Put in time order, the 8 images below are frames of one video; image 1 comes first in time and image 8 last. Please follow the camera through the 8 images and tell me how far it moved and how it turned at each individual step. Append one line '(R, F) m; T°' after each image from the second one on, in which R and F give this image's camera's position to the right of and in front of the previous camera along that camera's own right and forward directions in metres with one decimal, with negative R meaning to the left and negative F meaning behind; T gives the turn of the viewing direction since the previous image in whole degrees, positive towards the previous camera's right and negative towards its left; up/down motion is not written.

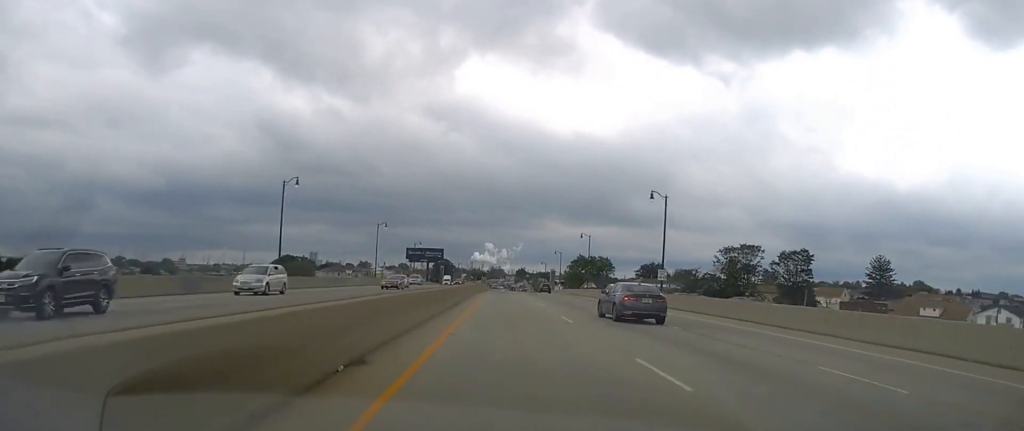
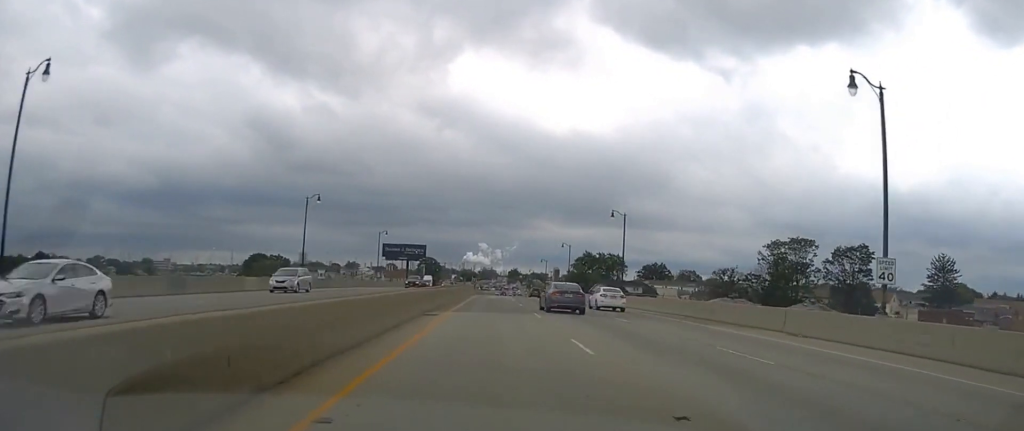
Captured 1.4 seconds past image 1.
(+0.3, +35.1) m; +1°
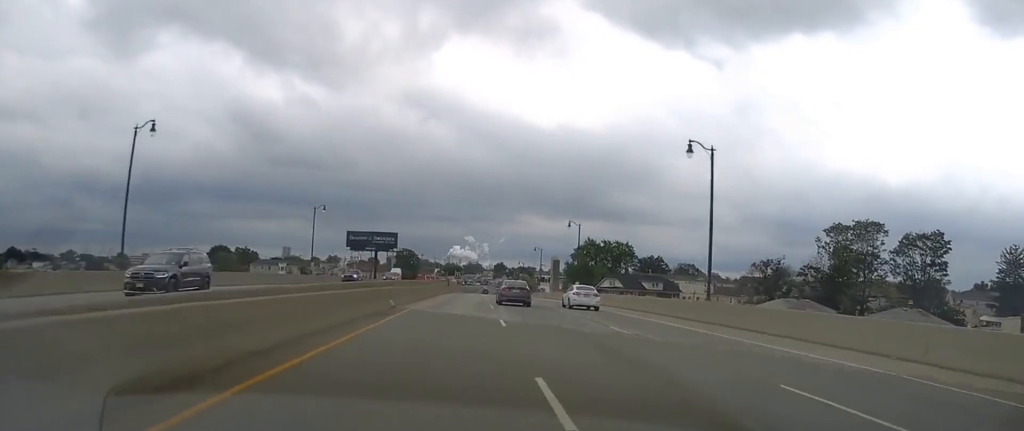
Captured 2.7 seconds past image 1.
(+0.1, +32.8) m; +1°
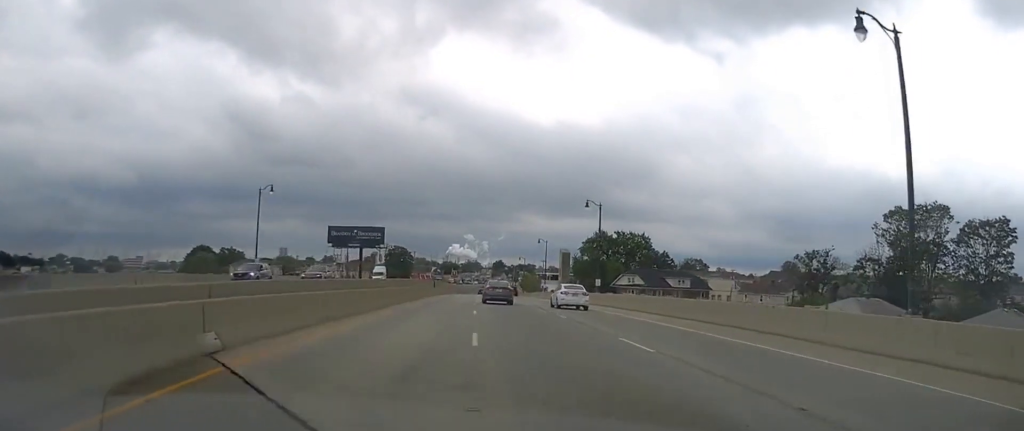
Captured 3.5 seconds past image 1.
(+0.2, +18.8) m; 0°
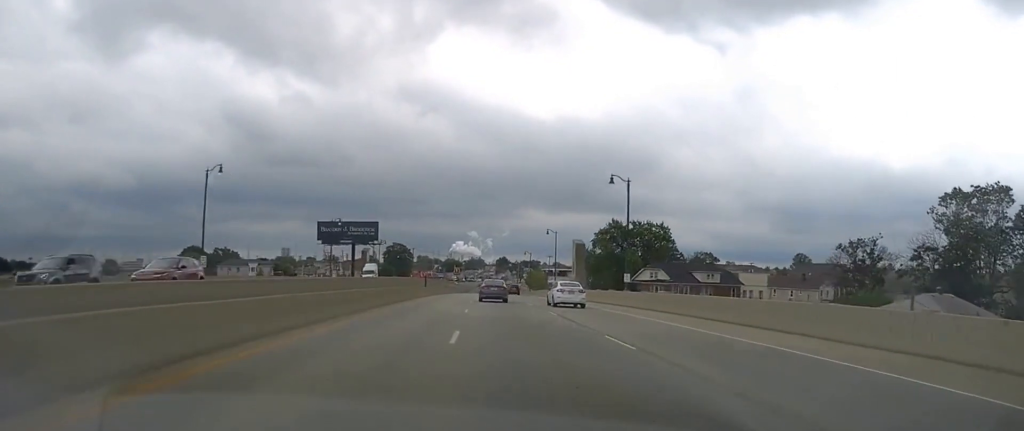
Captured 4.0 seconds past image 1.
(-0.1, +12.8) m; 0°
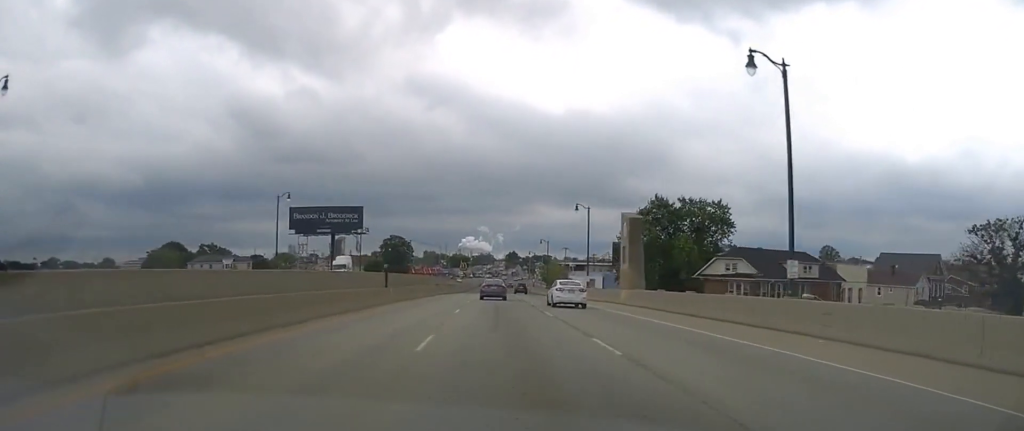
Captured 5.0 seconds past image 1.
(-0.1, +27.3) m; 0°
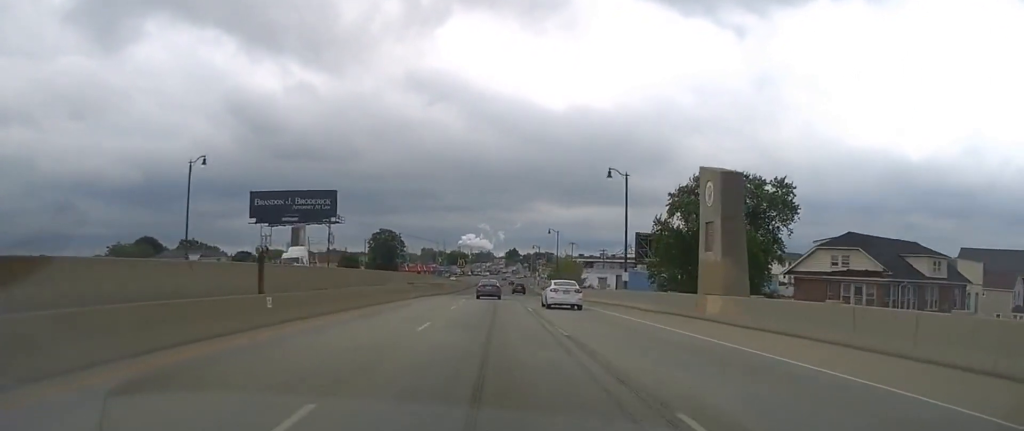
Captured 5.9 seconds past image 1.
(+0.1, +21.3) m; -1°
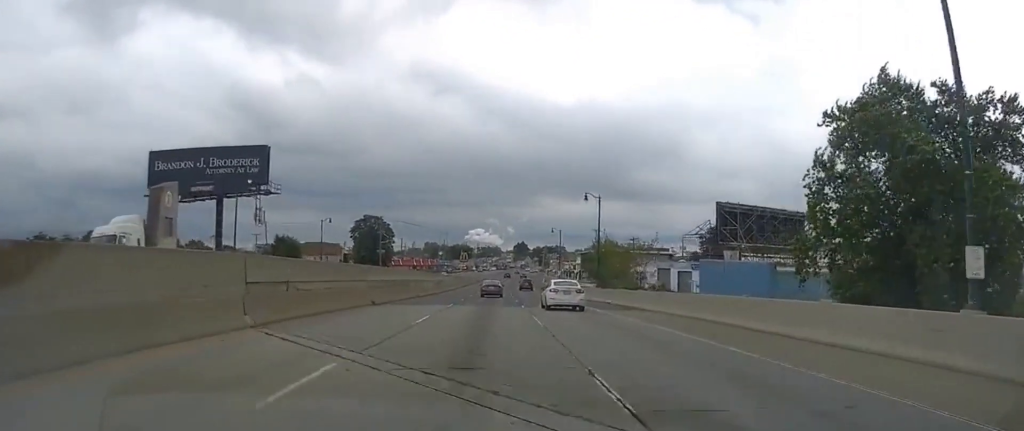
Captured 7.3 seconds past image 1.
(-0.6, +35.9) m; -1°
